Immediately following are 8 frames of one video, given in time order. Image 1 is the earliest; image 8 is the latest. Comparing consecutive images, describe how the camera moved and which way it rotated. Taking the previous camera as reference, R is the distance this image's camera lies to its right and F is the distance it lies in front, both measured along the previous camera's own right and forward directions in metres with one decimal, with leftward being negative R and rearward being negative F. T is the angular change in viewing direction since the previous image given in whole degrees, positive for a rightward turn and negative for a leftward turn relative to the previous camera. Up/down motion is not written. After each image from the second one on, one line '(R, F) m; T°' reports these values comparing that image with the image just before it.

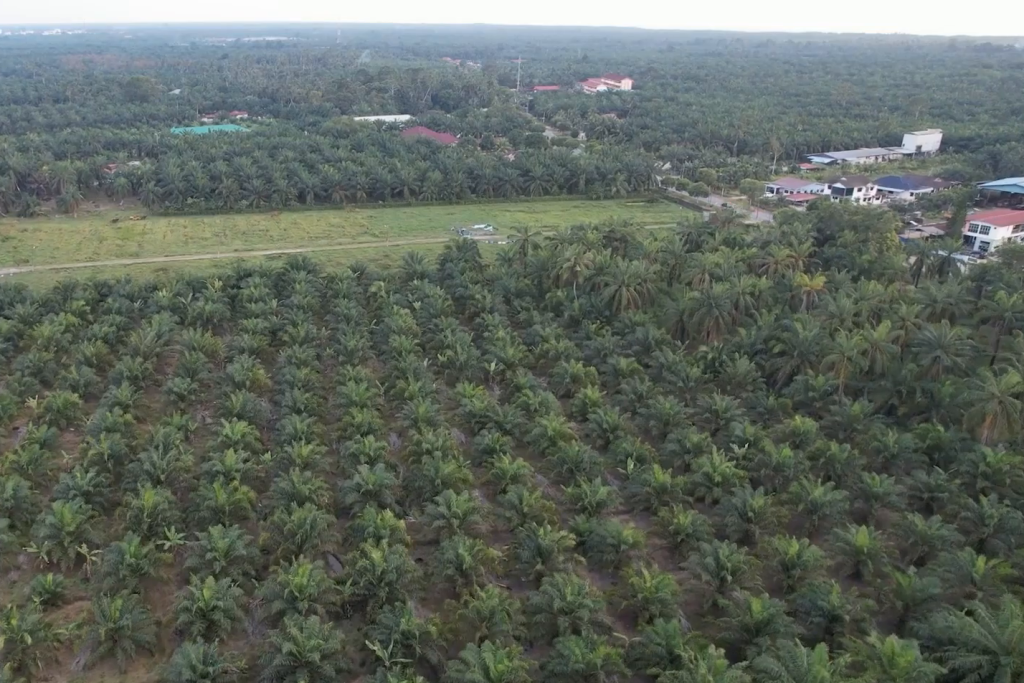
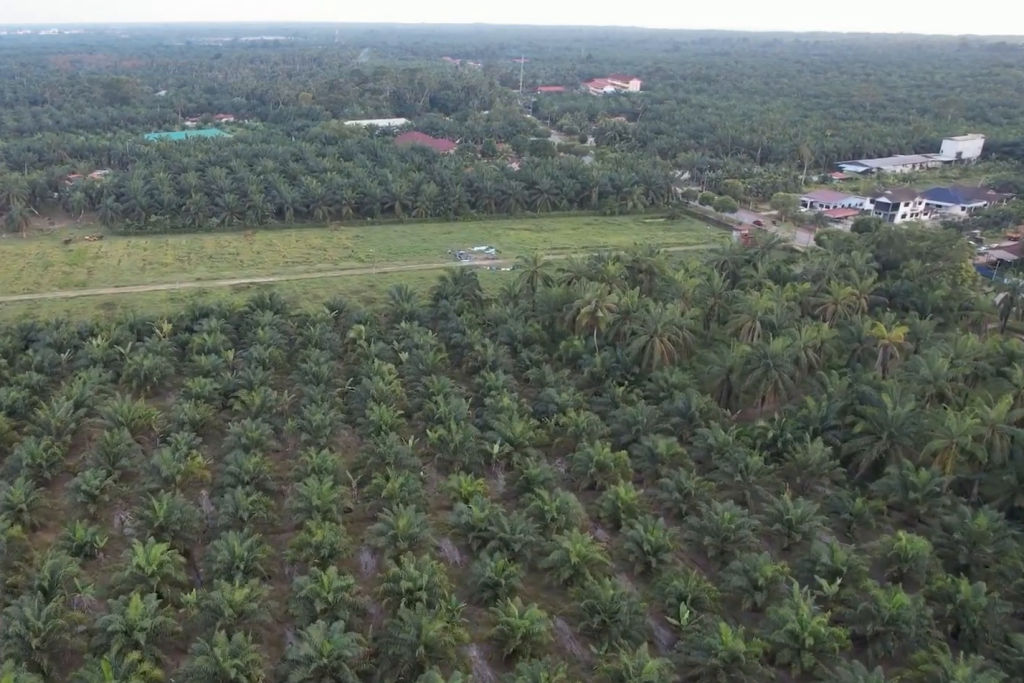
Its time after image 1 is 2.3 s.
(-0.4, +33.6) m; -1°
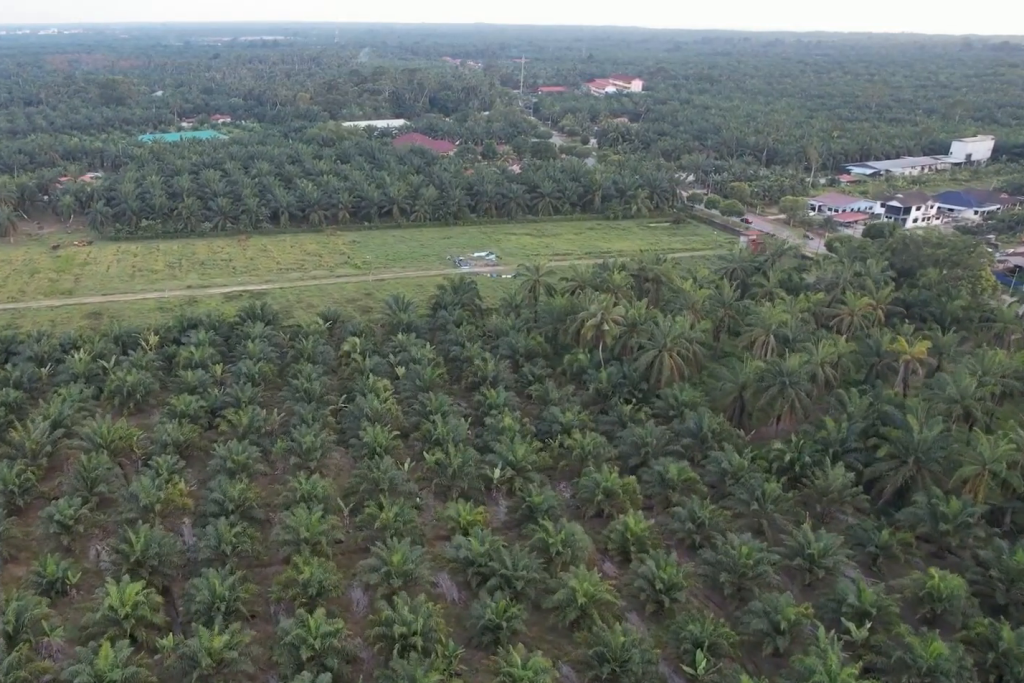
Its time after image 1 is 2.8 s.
(0.0, +7.2) m; 0°
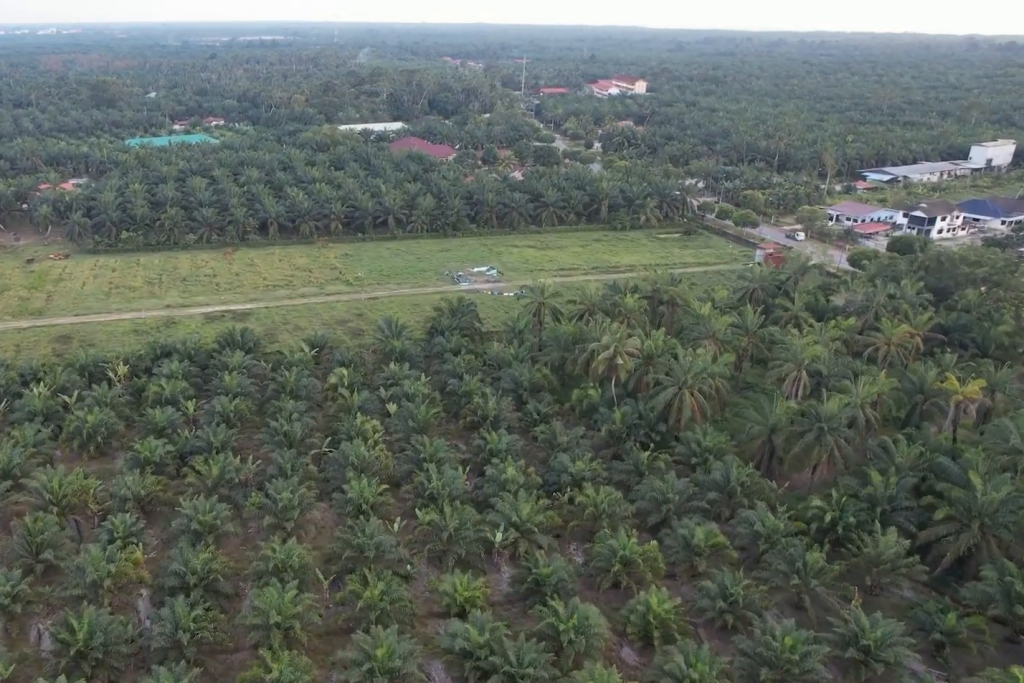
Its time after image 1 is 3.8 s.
(0.0, +14.4) m; 0°
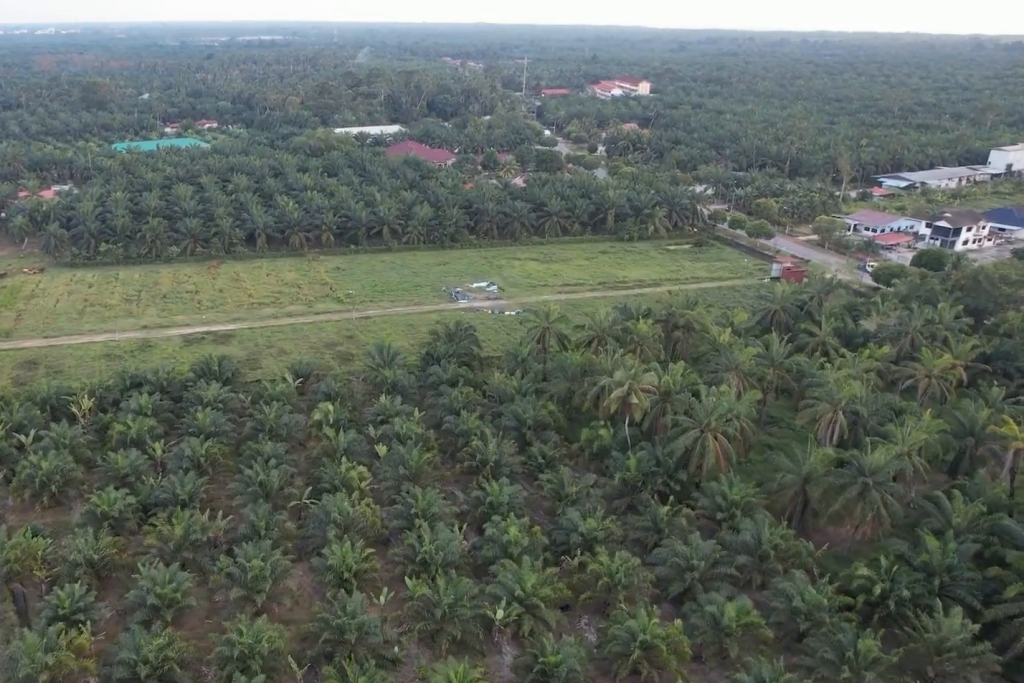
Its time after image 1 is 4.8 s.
(0.0, +13.1) m; 0°
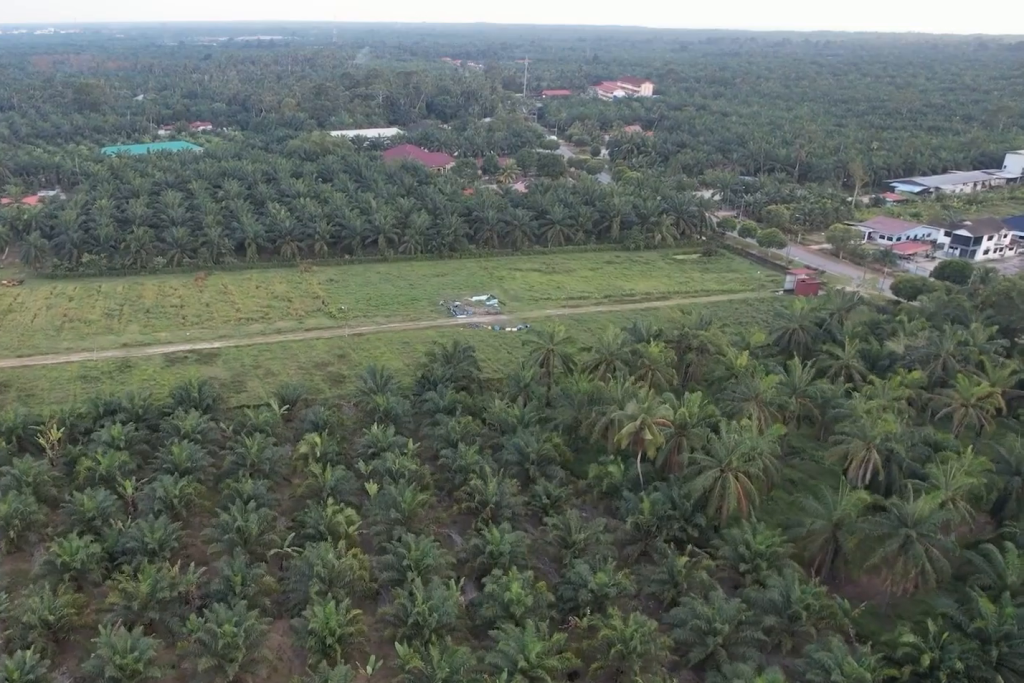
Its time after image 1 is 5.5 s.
(0.0, +10.1) m; 0°
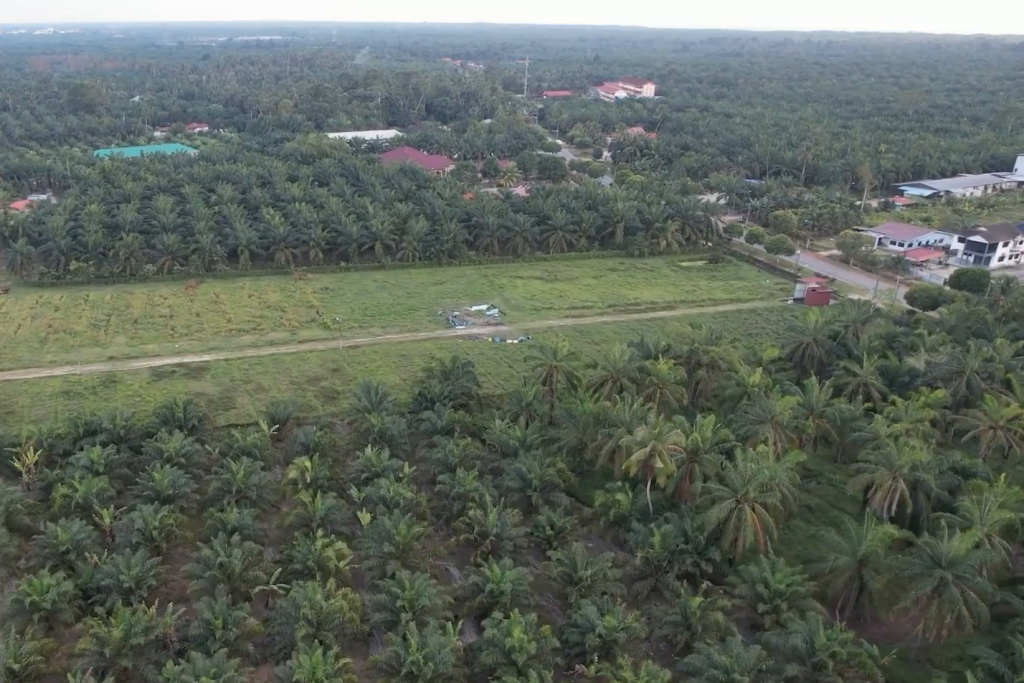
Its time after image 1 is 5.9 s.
(0.0, +6.6) m; 0°
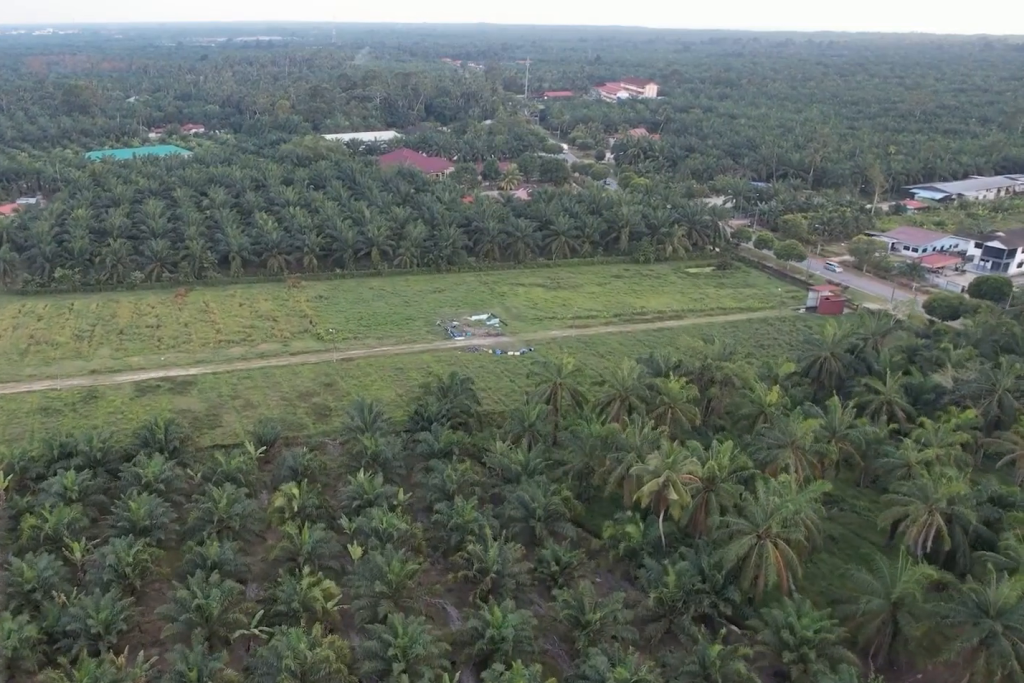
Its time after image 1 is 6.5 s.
(0.0, +7.7) m; 0°
